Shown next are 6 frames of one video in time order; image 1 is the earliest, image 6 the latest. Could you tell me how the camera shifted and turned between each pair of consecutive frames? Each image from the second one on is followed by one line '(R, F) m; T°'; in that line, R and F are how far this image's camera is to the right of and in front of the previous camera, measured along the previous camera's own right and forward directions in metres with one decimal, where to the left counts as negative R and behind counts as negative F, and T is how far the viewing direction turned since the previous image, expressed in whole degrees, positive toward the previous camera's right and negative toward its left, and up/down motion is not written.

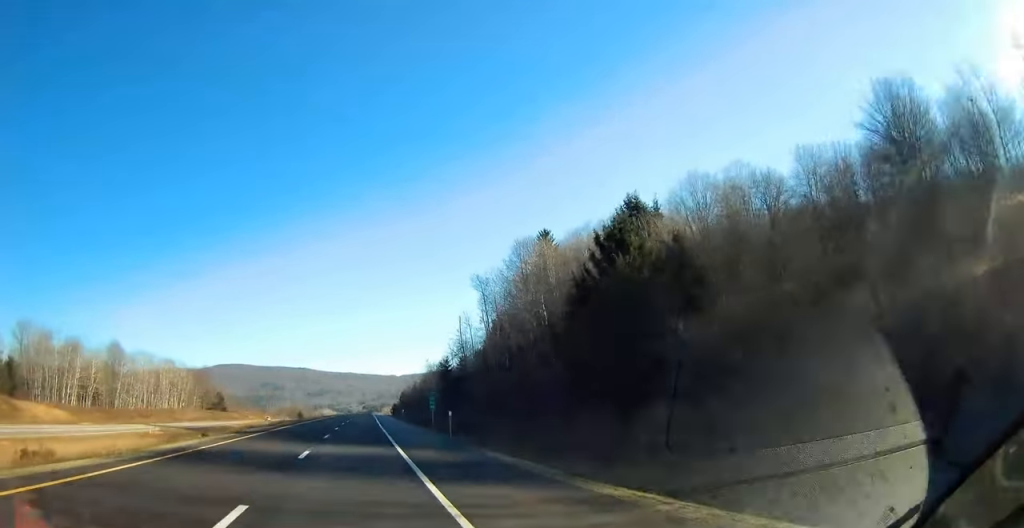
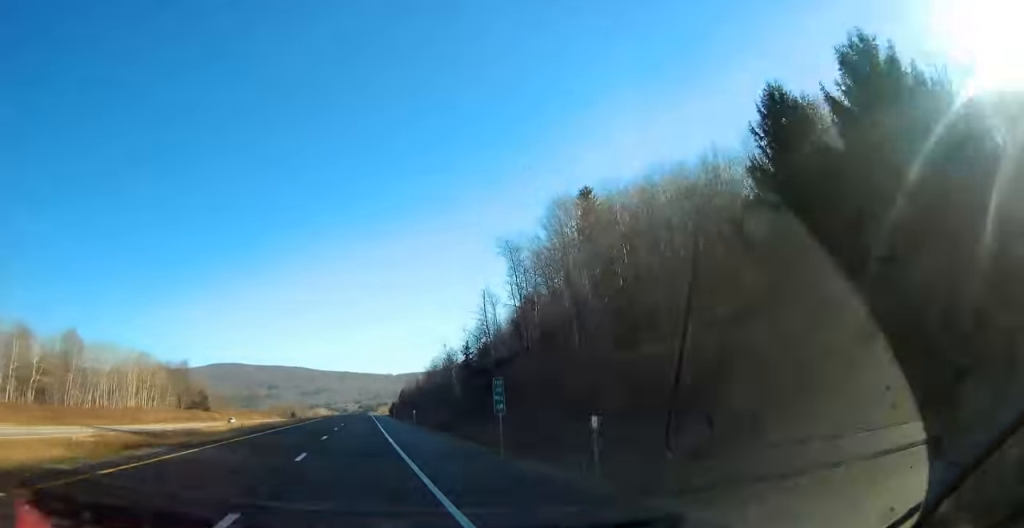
(0.0, +25.1) m; 0°
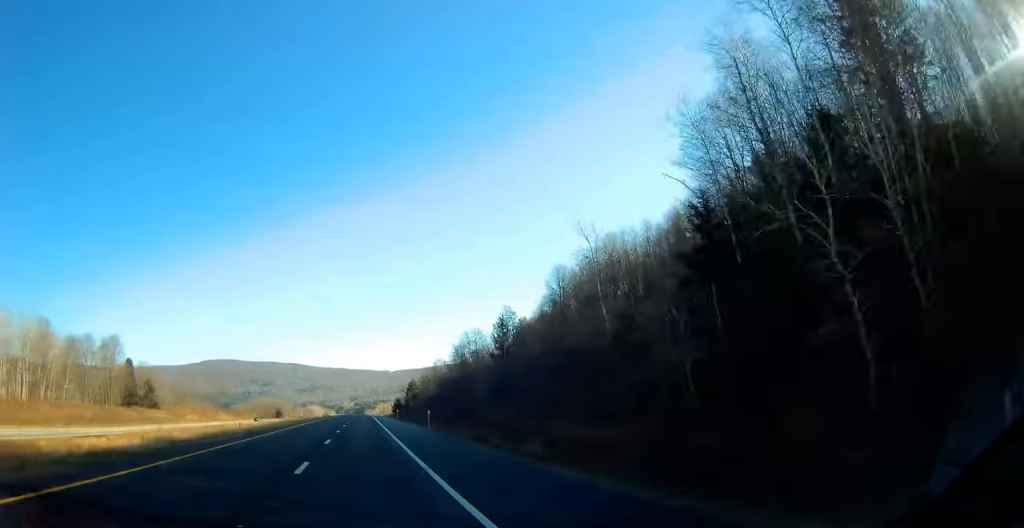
(+0.1, +64.2) m; 0°
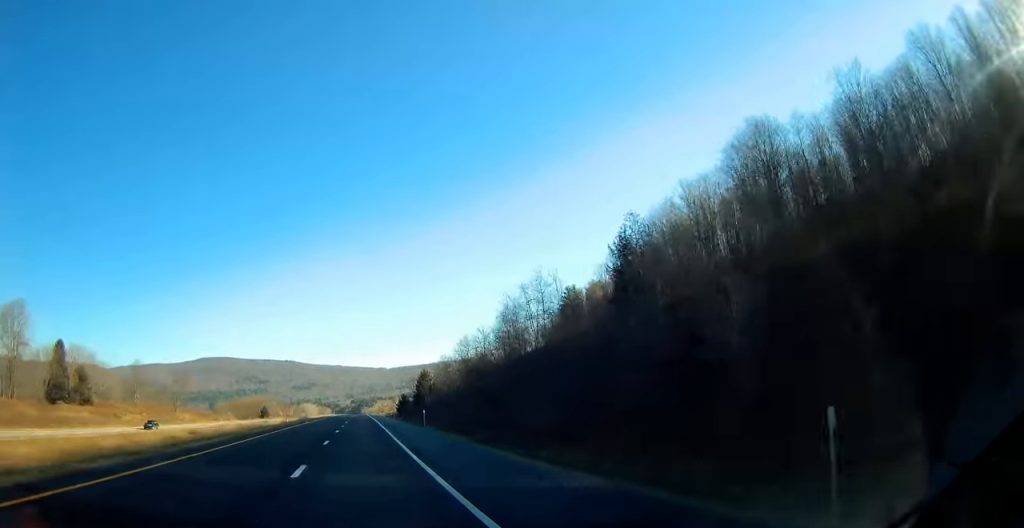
(+0.6, +49.7) m; +1°
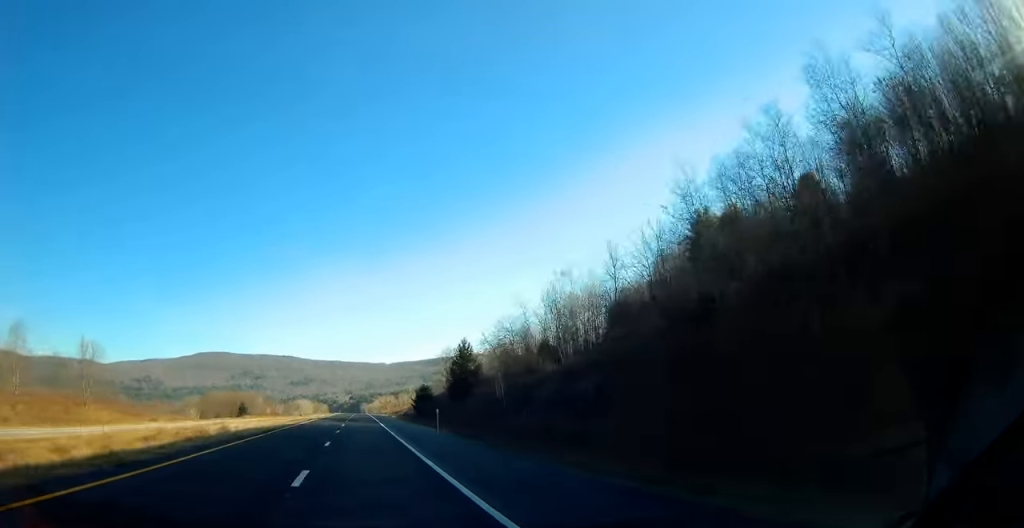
(+0.2, +62.9) m; 0°
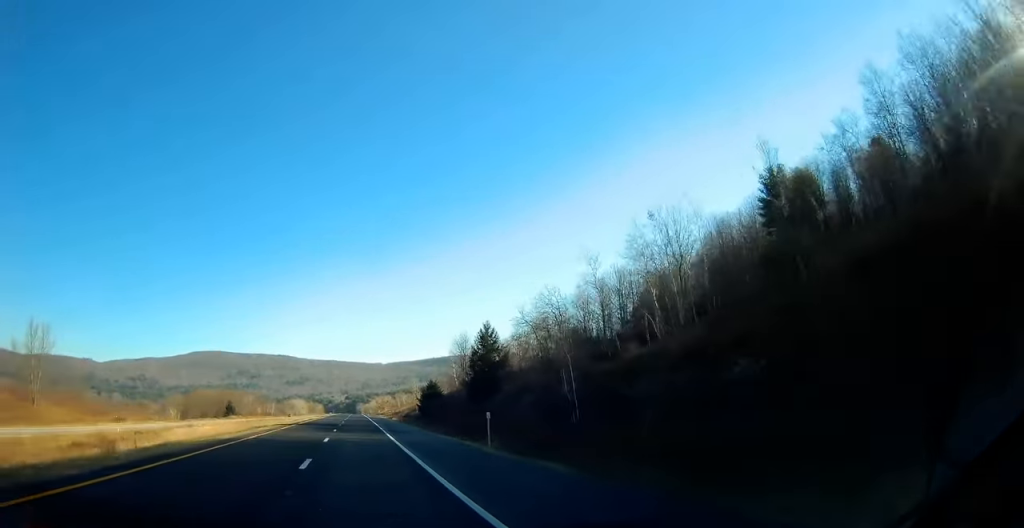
(-0.3, +20.9) m; 0°
